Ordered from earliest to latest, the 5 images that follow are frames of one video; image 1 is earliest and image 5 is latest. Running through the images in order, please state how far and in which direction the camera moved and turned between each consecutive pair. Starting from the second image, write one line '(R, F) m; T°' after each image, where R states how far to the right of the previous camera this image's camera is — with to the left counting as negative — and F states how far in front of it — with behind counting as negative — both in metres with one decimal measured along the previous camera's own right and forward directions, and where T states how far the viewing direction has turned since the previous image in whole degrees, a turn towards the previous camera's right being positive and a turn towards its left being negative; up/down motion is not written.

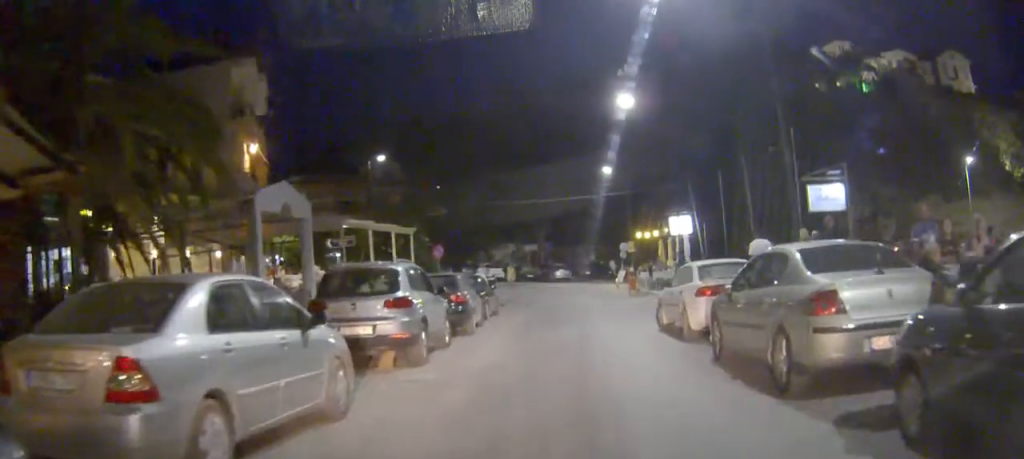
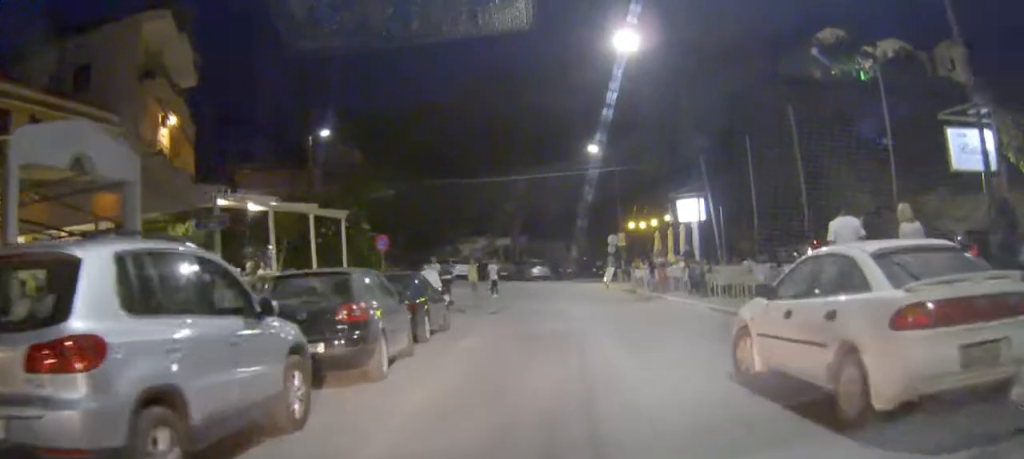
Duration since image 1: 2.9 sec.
(+0.1, +7.9) m; 0°
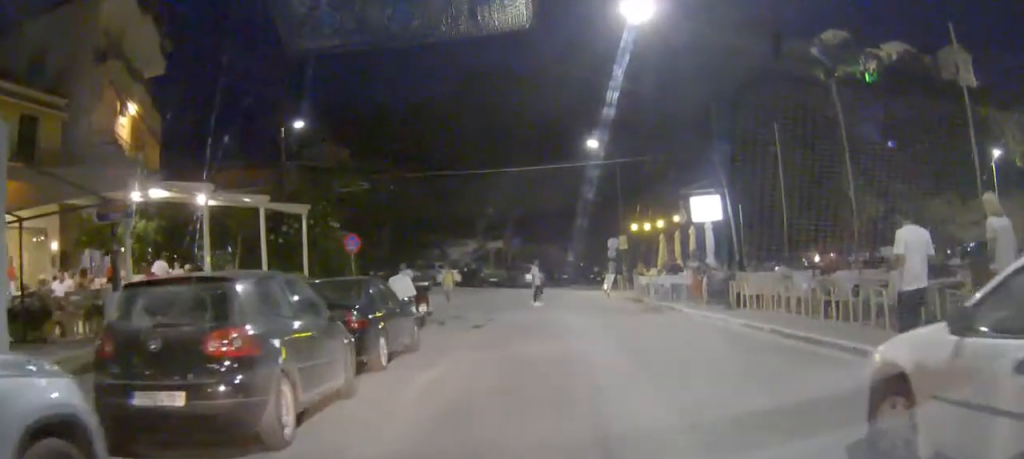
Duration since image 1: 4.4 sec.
(-0.1, +3.8) m; +1°
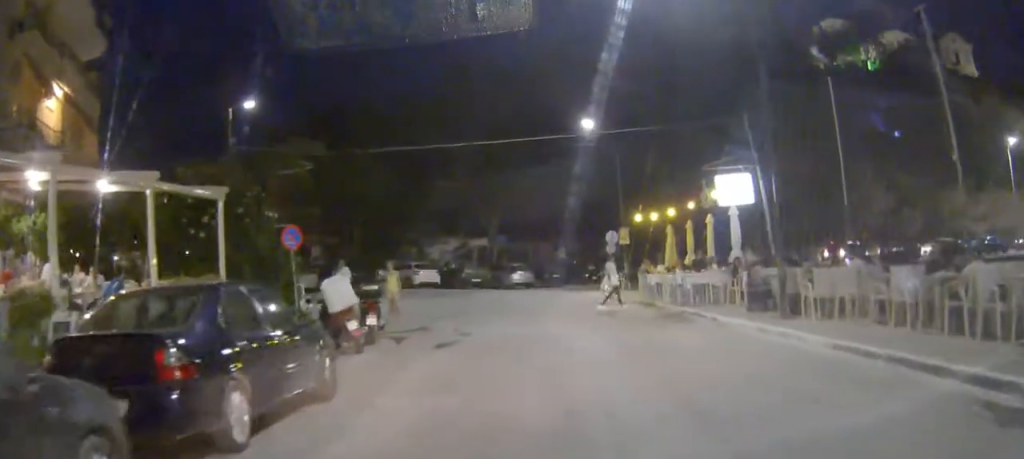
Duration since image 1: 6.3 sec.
(+0.1, +5.2) m; +2°
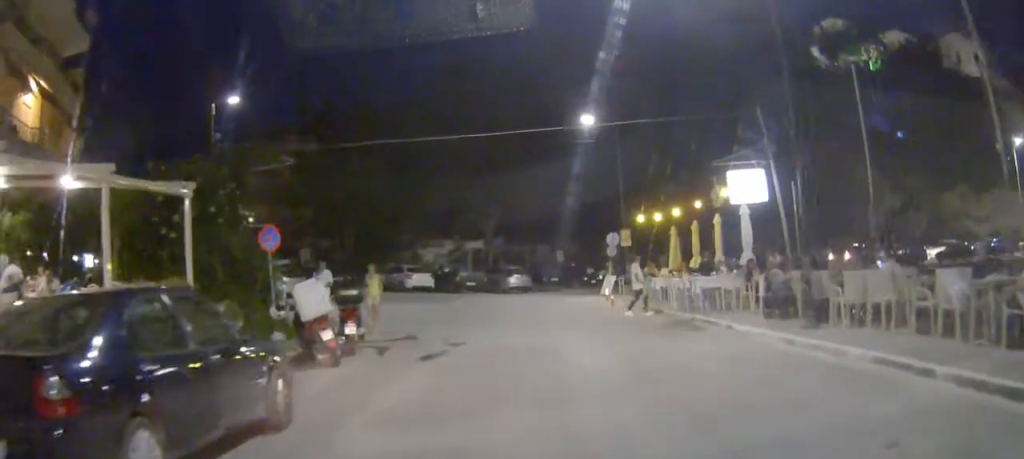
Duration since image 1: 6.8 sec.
(0.0, +1.5) m; 0°
